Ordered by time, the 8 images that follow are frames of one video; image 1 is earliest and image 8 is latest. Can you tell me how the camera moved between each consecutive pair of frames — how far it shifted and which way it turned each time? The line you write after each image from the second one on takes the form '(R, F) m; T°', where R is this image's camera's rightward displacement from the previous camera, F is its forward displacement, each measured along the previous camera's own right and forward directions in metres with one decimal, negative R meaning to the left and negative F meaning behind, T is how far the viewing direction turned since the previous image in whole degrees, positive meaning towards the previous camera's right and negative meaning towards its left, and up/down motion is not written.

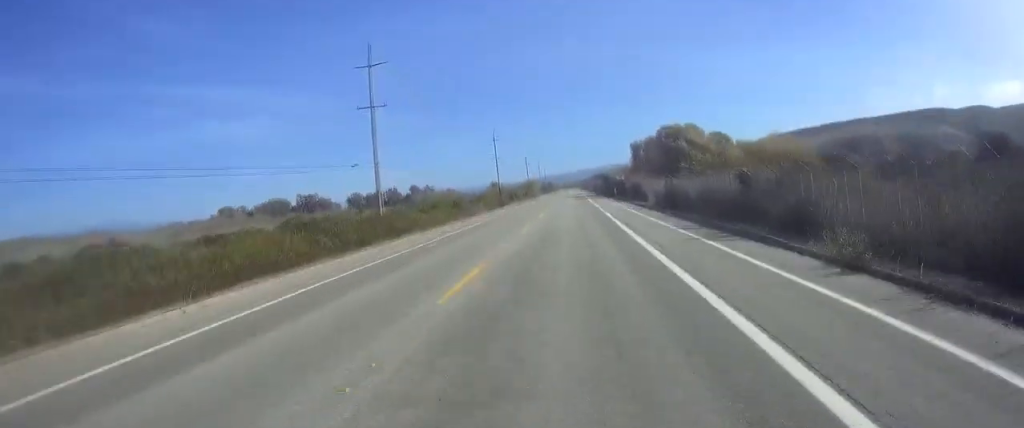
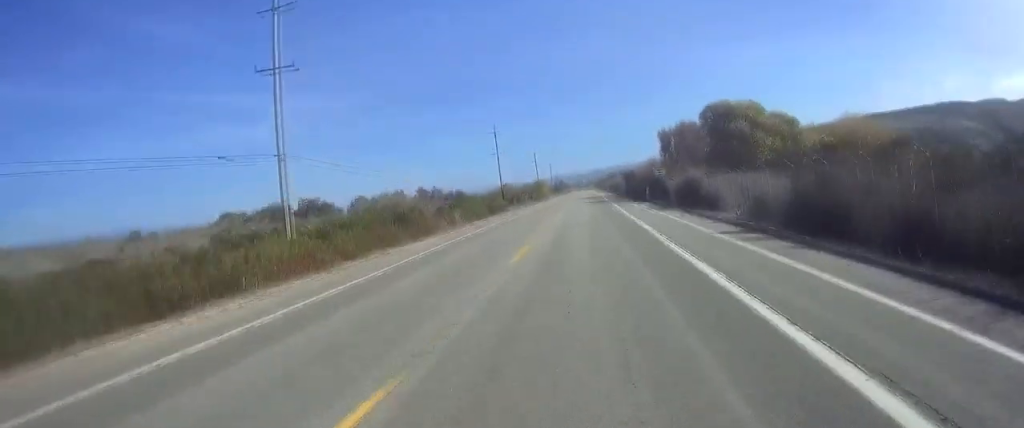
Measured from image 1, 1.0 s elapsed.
(+0.1, +23.9) m; 0°
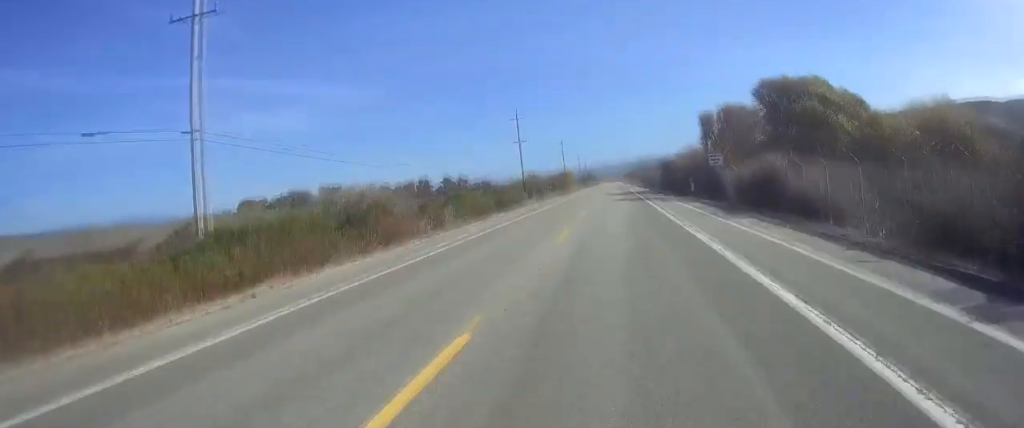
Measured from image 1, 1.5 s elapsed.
(0.0, +12.4) m; 0°
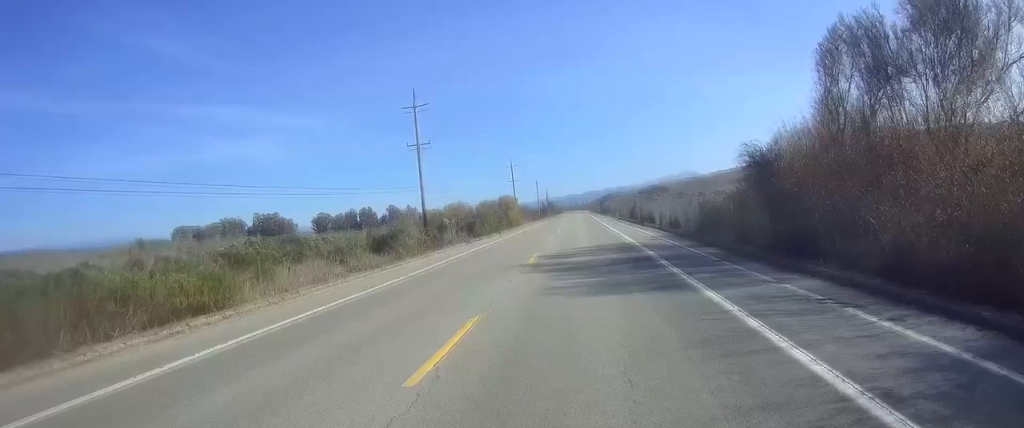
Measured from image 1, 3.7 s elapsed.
(+0.6, +55.1) m; +1°
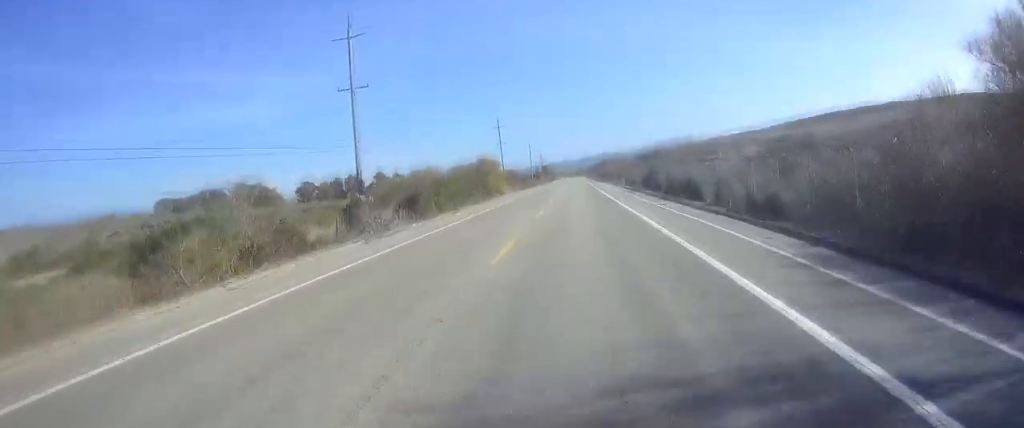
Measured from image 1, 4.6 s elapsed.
(-0.1, +22.3) m; 0°
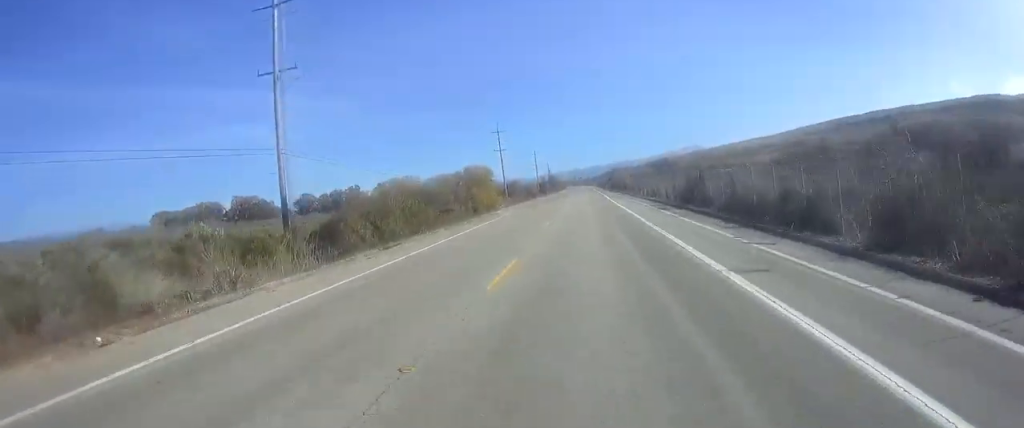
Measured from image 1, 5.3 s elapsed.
(+0.1, +16.6) m; 0°
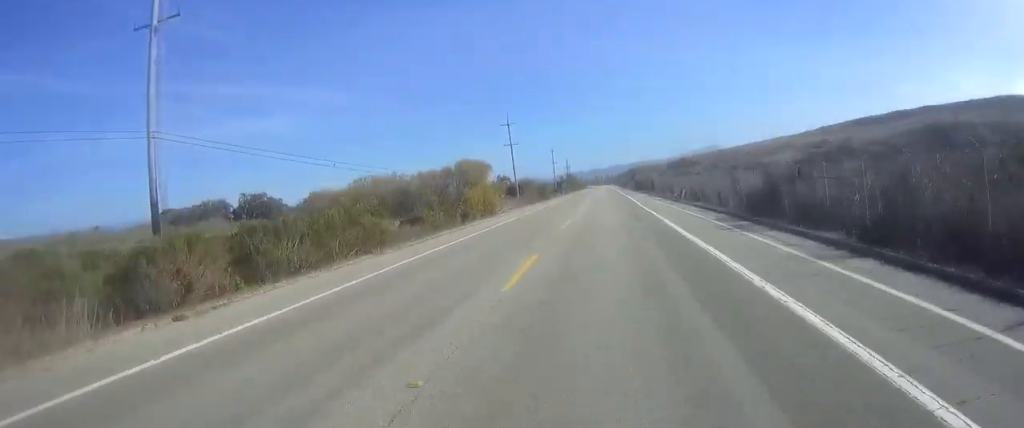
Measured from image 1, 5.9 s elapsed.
(-0.2, +14.9) m; 0°
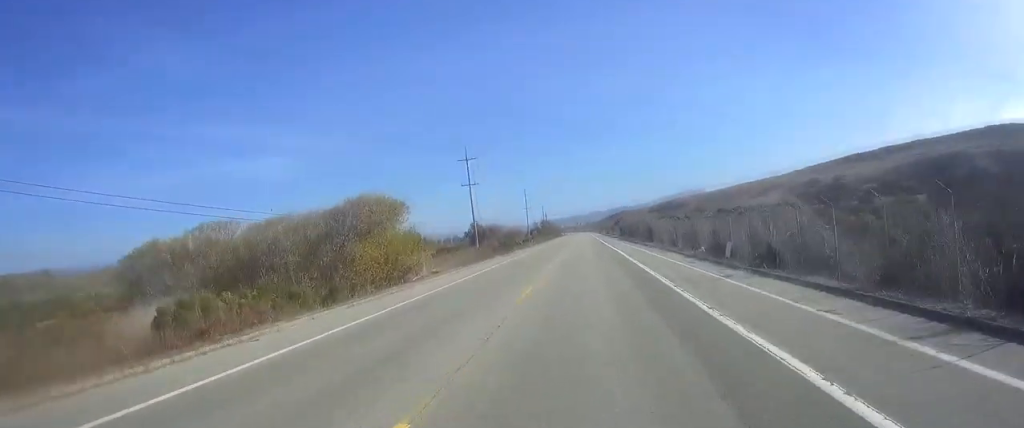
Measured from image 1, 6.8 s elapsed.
(+0.2, +23.1) m; 0°
